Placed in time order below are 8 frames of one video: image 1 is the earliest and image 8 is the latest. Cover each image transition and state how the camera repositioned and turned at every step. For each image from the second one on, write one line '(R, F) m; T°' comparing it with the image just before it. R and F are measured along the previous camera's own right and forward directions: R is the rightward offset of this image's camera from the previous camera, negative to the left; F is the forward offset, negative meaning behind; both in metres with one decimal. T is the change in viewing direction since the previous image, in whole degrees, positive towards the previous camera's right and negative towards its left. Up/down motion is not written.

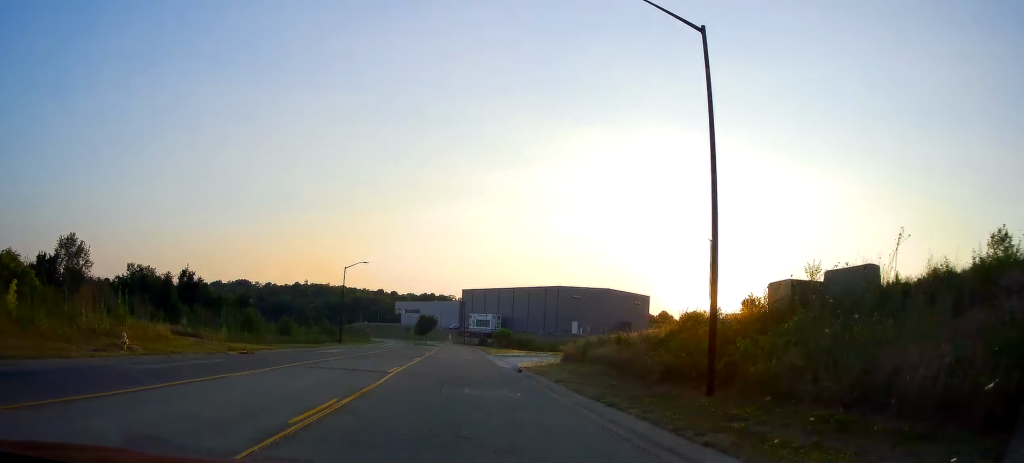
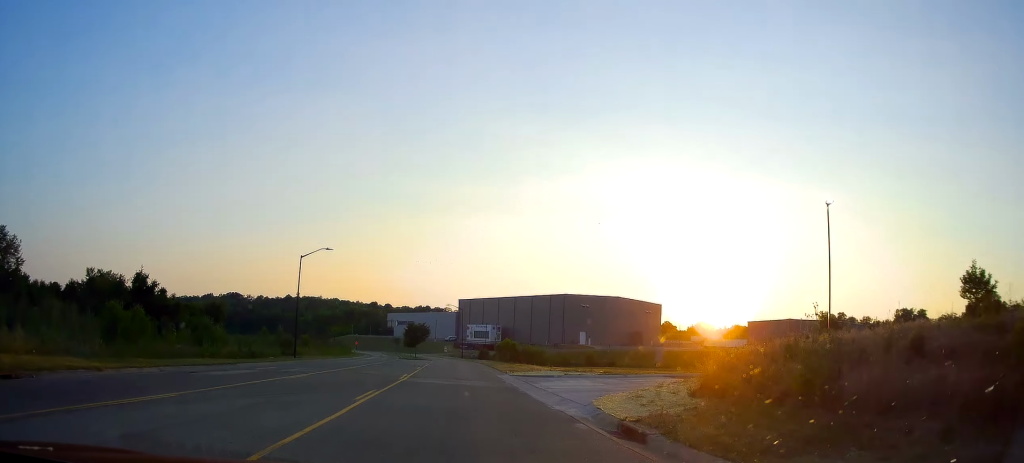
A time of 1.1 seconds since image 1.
(+0.4, +19.6) m; -2°
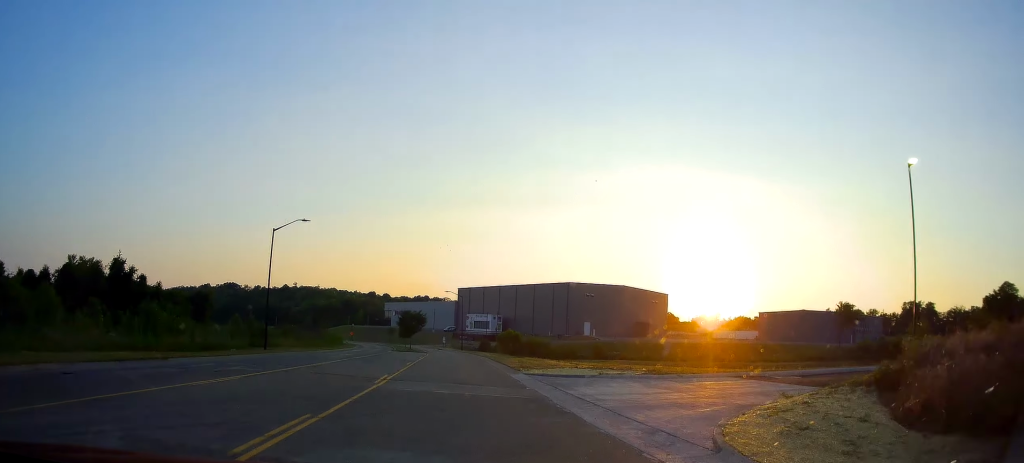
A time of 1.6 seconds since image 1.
(-0.5, +8.3) m; -1°
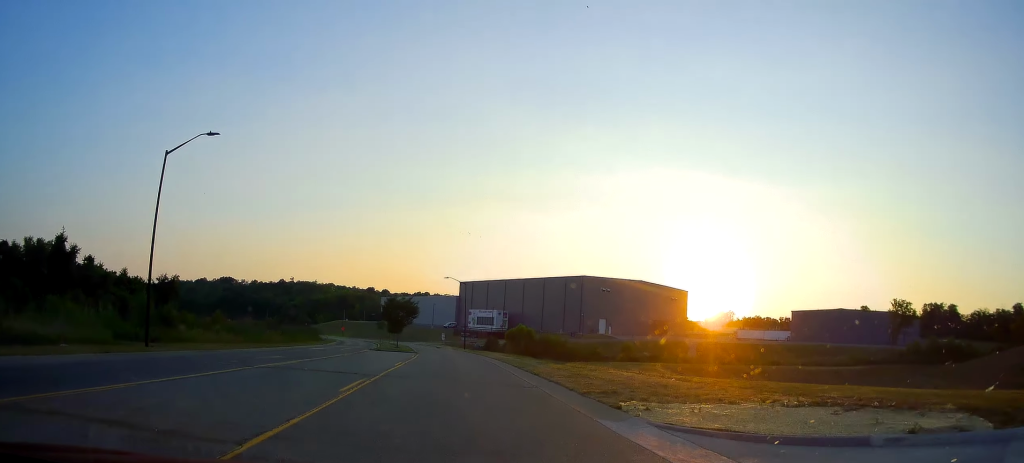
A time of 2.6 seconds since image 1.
(-0.1, +18.9) m; +2°
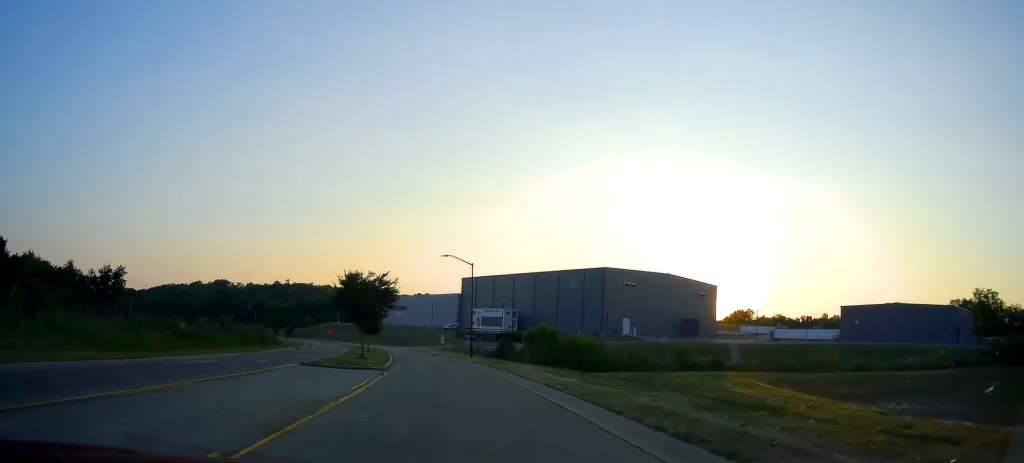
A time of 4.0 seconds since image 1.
(+0.9, +23.1) m; +1°
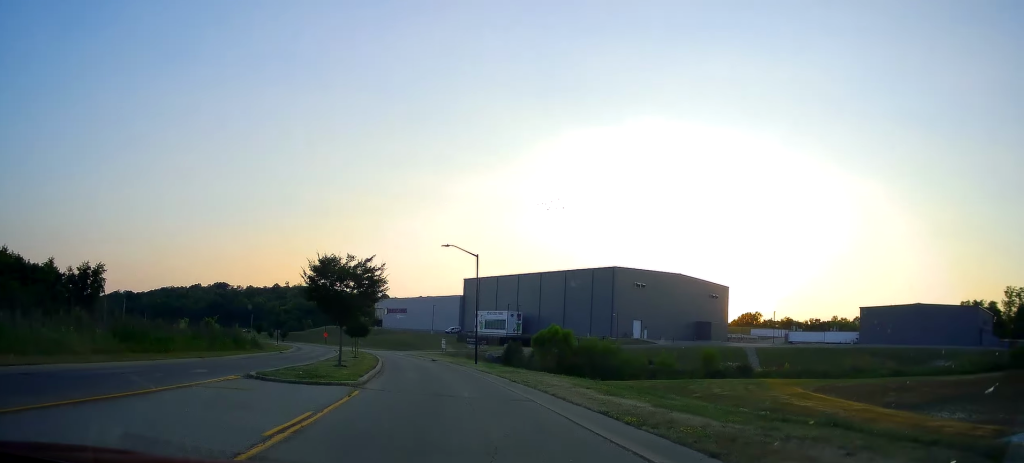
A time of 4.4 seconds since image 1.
(-0.2, +7.2) m; -2°
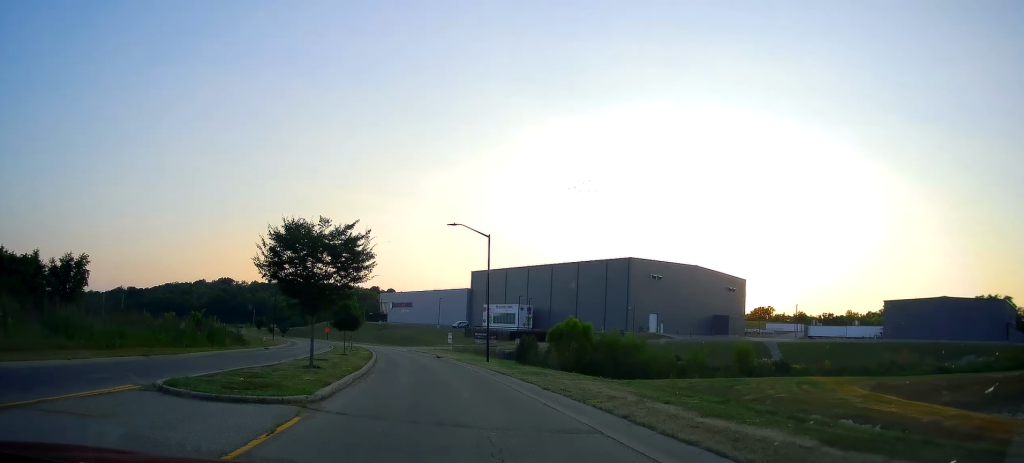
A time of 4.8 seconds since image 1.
(0.0, +6.7) m; -2°
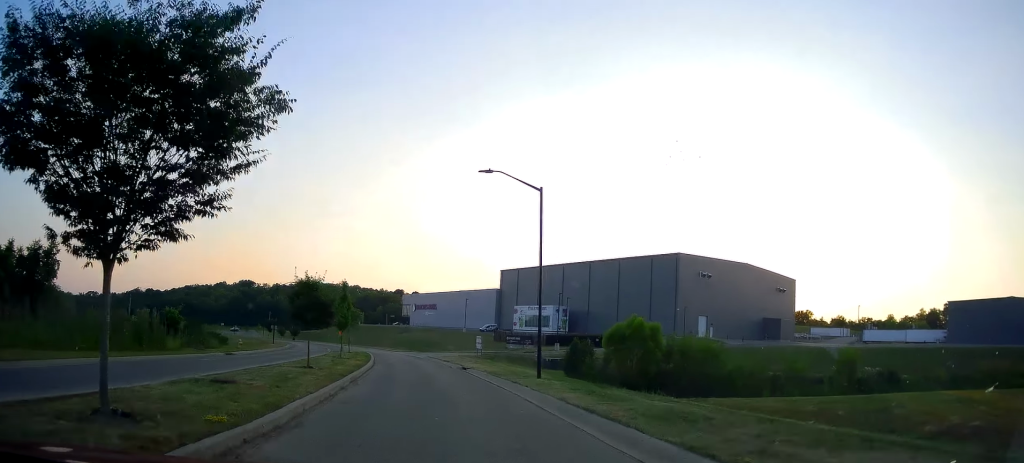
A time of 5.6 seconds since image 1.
(-0.7, +13.5) m; 0°
